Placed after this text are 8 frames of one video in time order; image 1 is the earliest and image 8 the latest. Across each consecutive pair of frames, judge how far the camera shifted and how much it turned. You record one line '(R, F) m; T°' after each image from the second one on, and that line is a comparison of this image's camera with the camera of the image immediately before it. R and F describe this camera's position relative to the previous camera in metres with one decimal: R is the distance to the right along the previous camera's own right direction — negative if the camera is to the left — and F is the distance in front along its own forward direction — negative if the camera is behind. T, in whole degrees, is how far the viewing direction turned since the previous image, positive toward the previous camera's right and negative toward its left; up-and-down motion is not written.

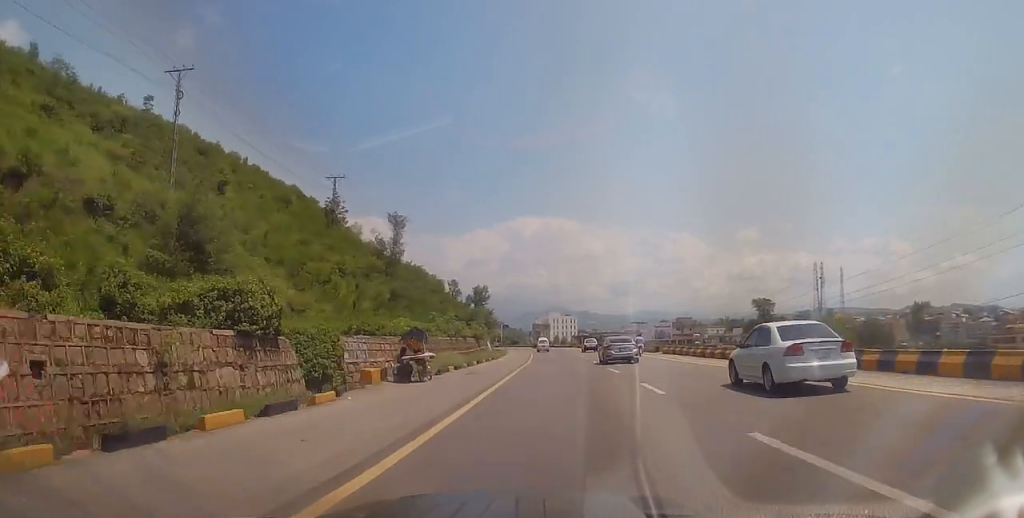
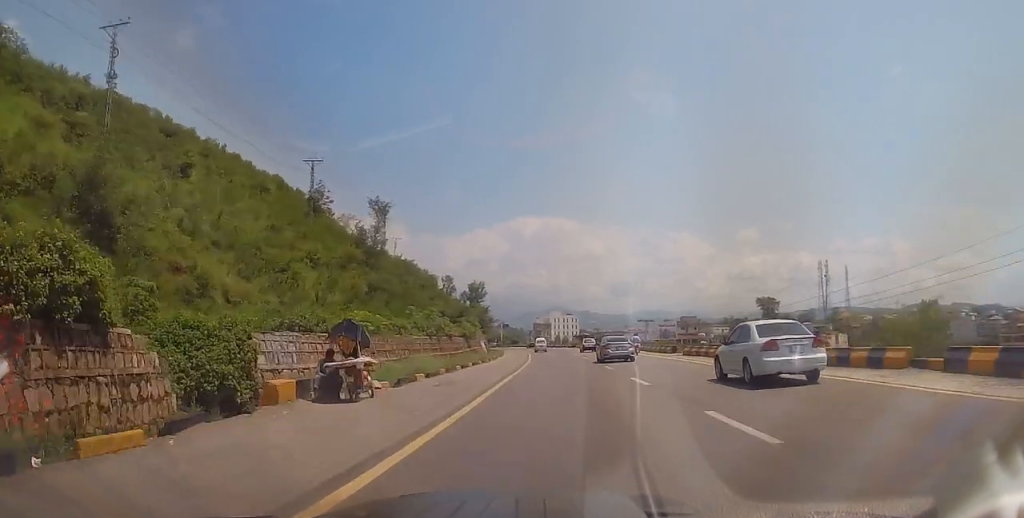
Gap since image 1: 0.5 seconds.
(+0.1, +7.2) m; 0°
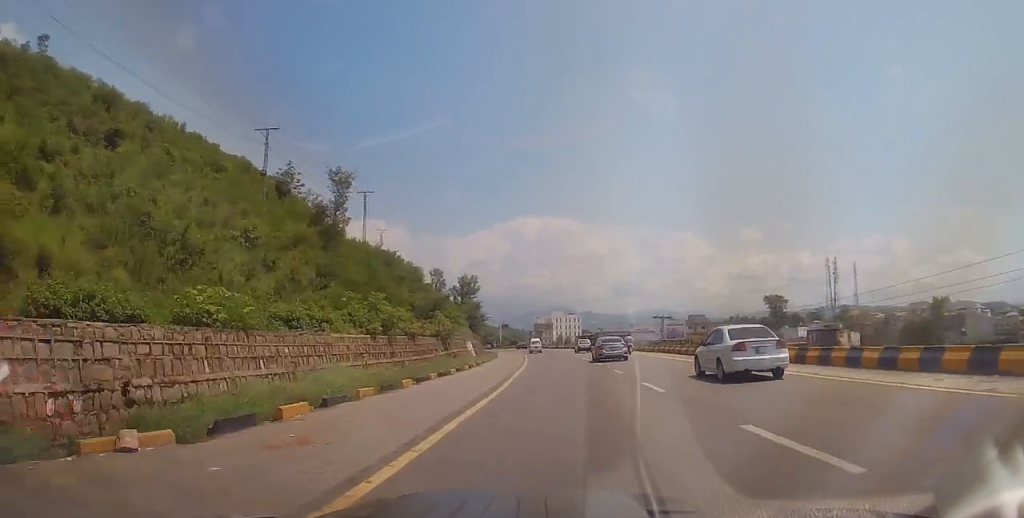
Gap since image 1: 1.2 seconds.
(0.0, +11.3) m; -2°
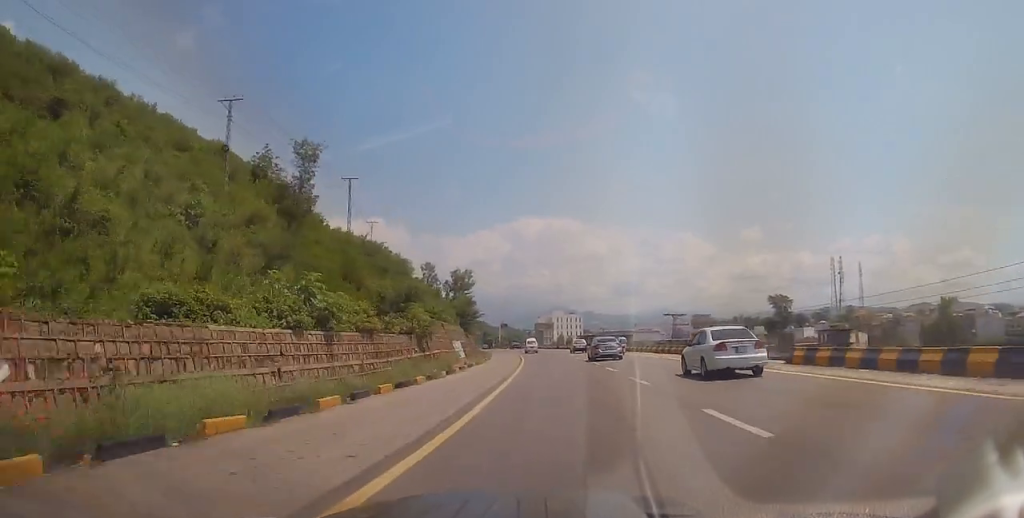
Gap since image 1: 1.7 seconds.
(-0.2, +7.2) m; 0°
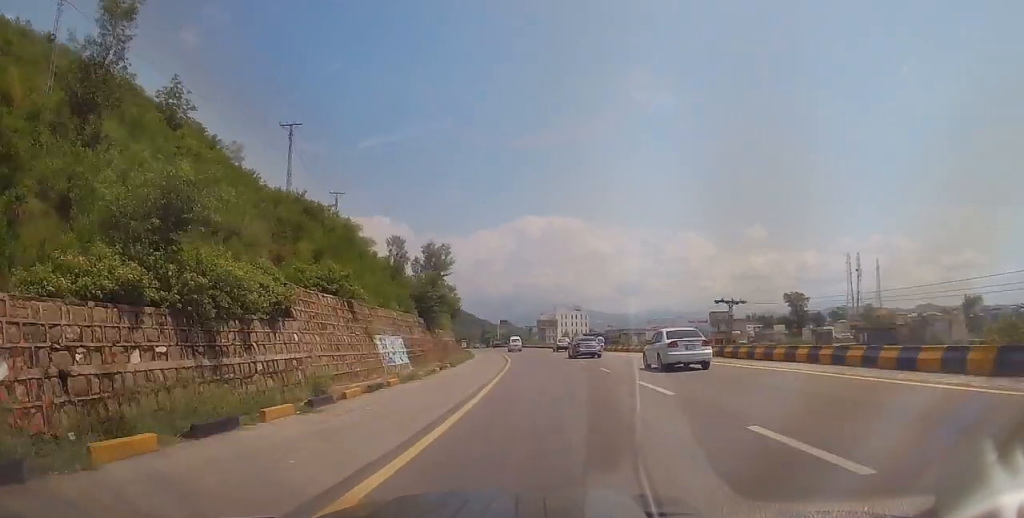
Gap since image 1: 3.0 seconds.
(+0.2, +20.5) m; +2°
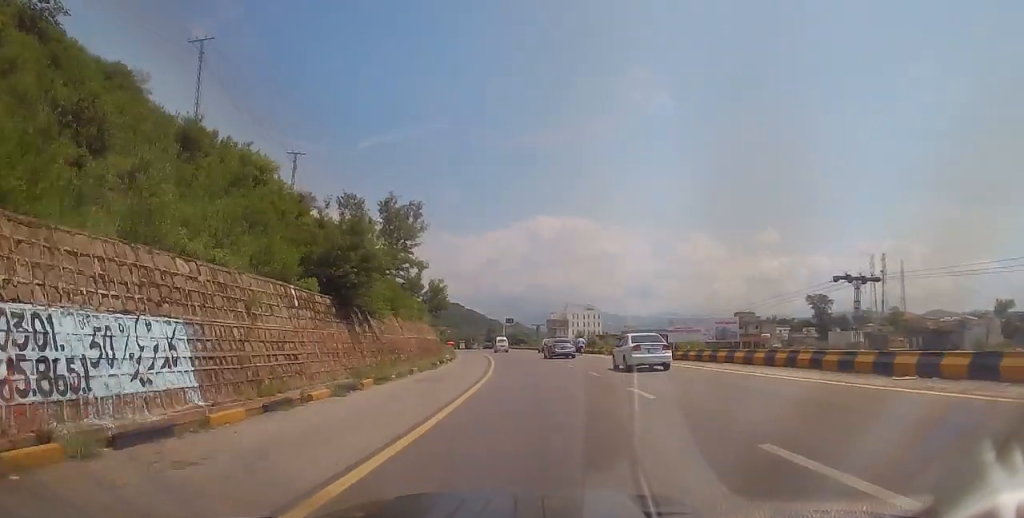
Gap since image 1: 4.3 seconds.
(-0.1, +19.4) m; -2°
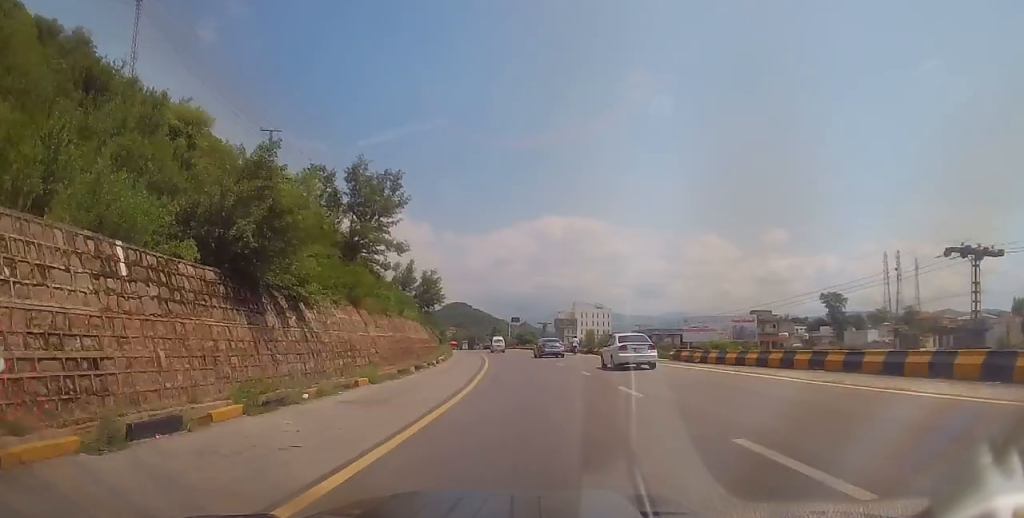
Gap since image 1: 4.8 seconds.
(-0.2, +8.7) m; -2°
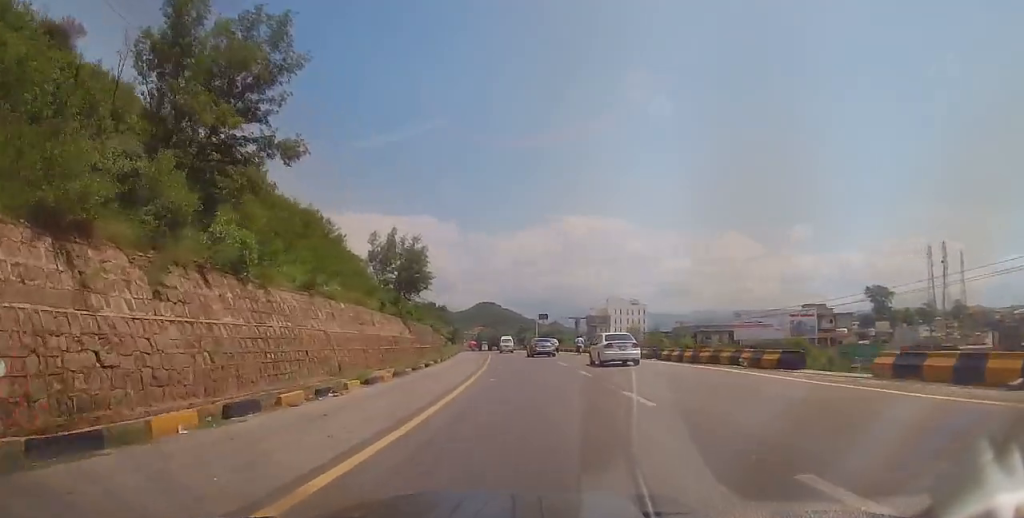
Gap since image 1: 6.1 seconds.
(-0.6, +19.7) m; -2°
